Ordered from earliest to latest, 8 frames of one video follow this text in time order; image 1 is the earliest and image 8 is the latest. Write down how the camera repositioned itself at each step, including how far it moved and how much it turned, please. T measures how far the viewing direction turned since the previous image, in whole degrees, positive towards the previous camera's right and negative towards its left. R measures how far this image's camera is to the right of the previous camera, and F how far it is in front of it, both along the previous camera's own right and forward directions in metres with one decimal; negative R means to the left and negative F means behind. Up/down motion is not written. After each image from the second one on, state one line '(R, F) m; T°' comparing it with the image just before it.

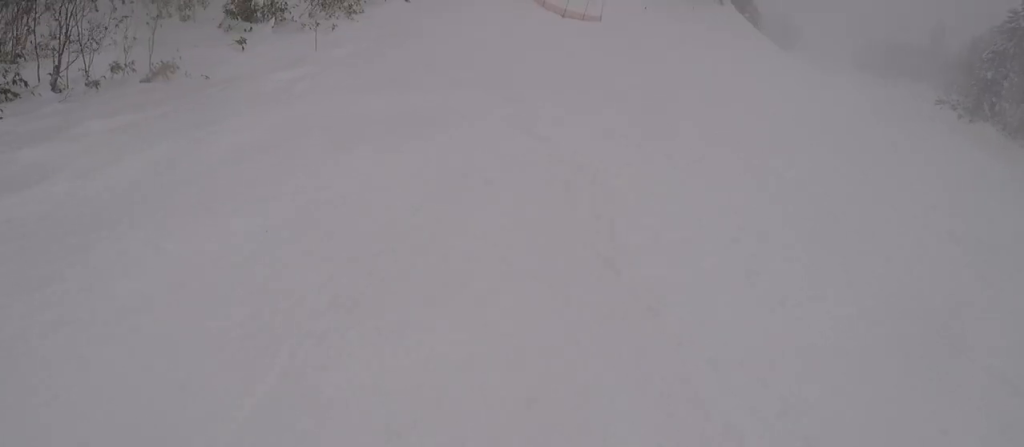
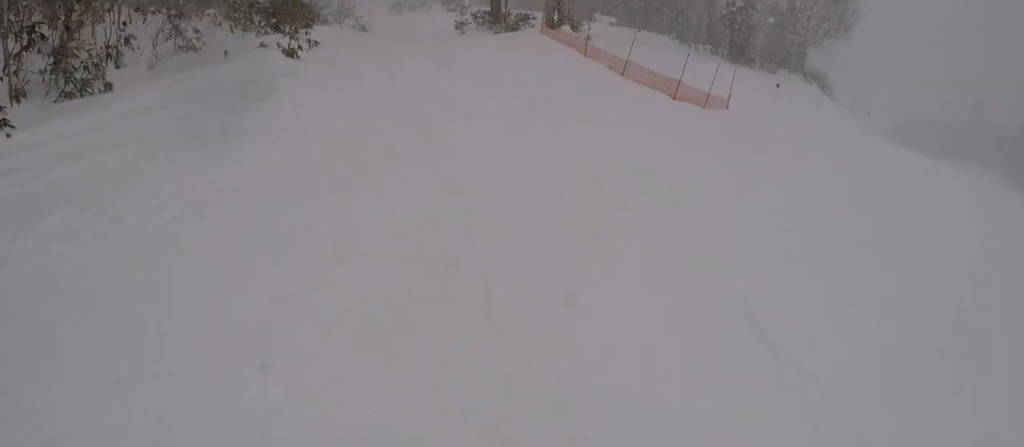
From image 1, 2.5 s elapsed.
(+0.3, +27.6) m; 0°
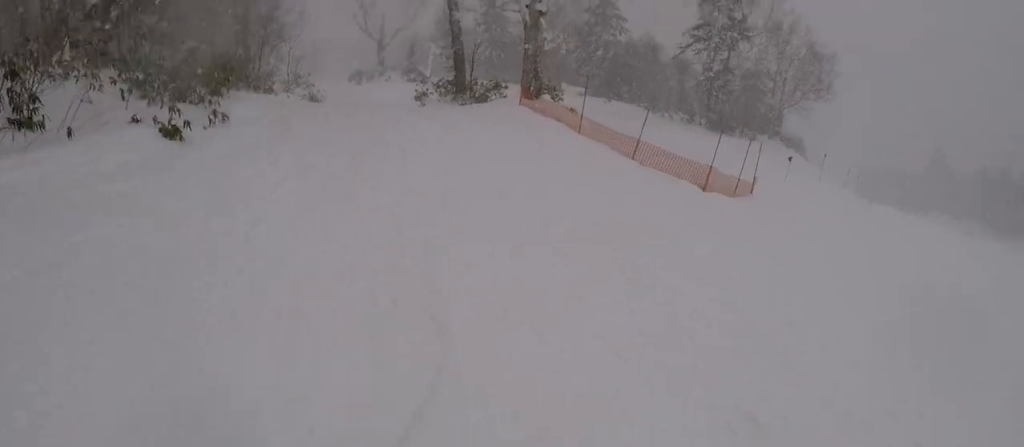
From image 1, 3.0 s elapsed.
(+0.7, +5.6) m; -1°
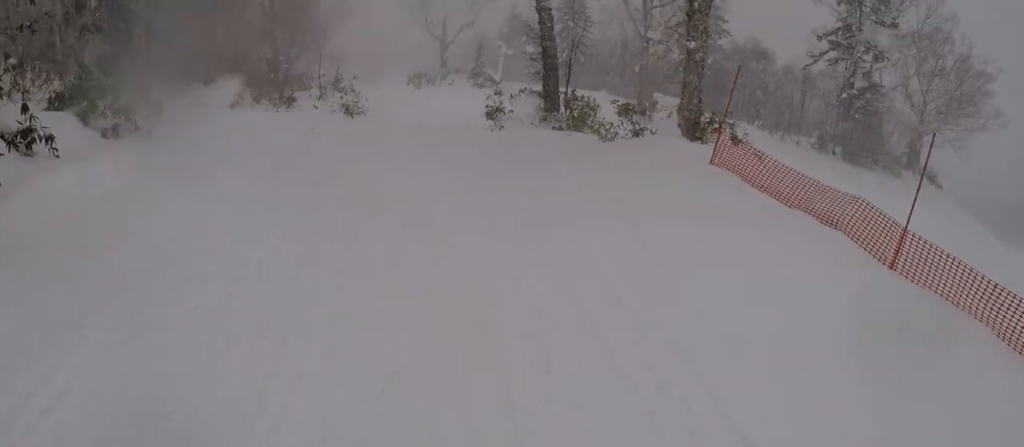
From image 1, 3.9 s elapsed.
(-1.0, +11.2) m; -1°
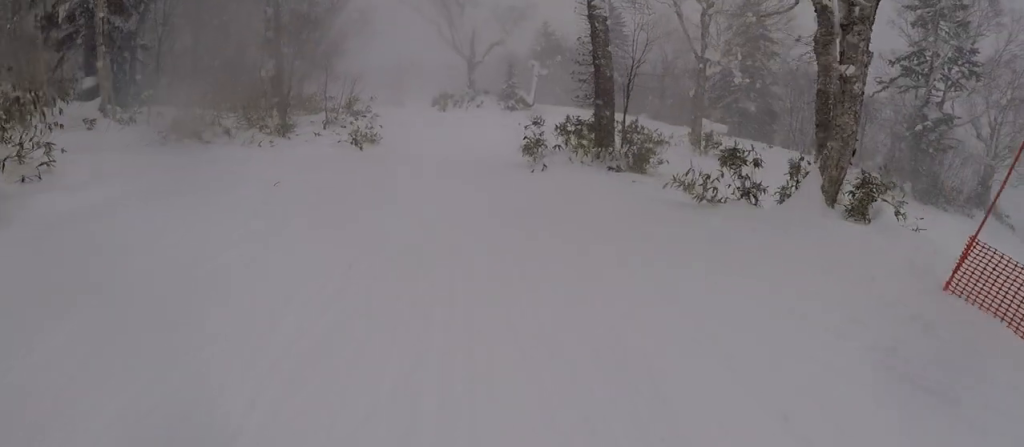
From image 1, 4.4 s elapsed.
(-0.1, +5.4) m; 0°
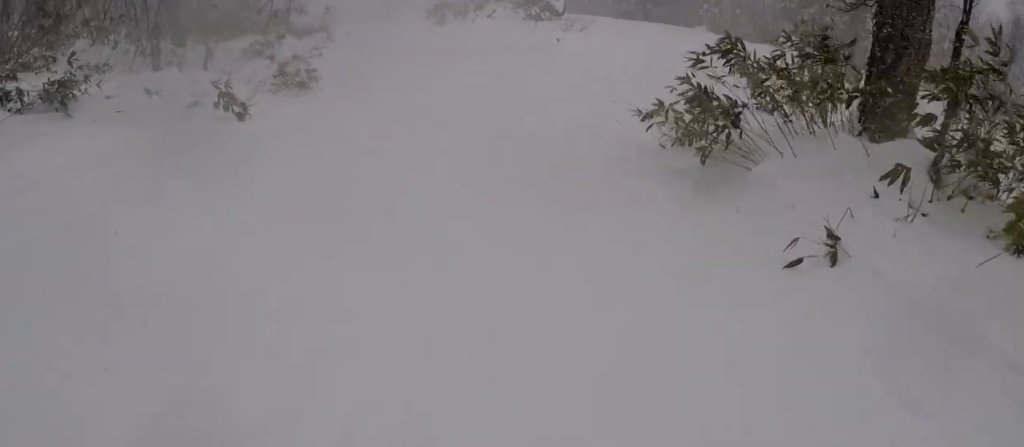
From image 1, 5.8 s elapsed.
(+0.3, +15.3) m; -6°
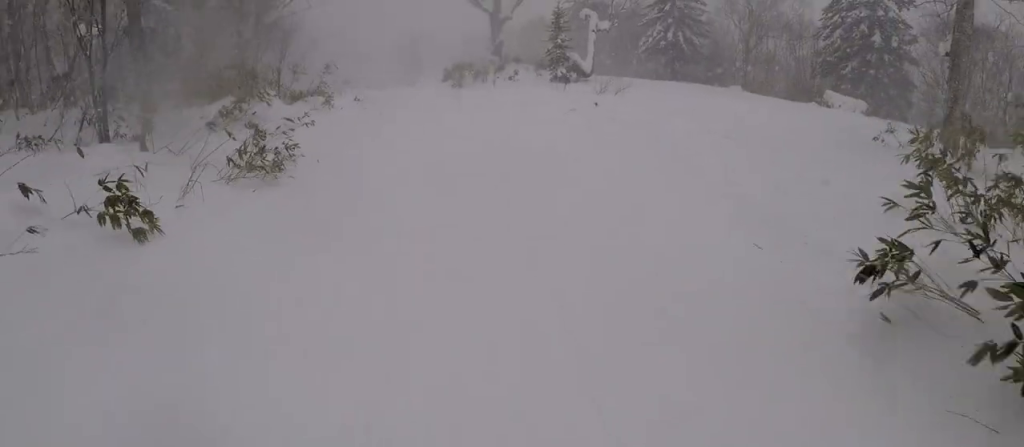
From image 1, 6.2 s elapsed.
(-0.3, +4.8) m; -4°
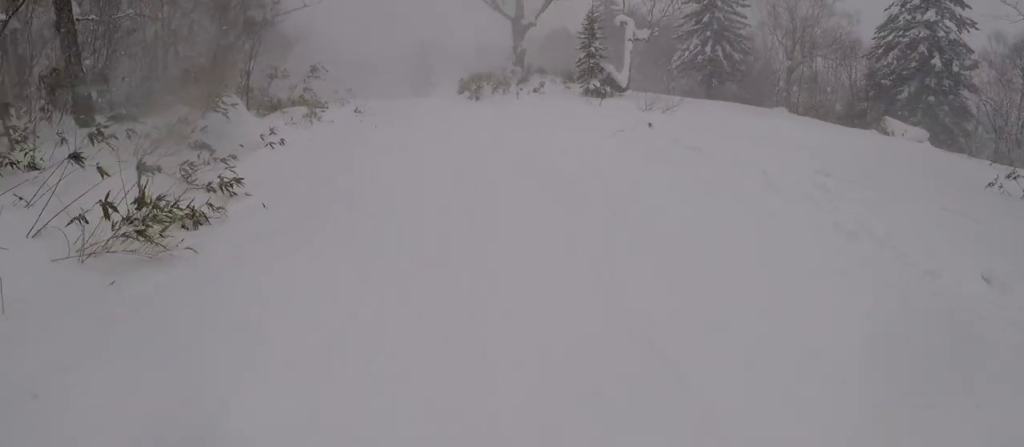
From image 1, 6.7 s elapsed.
(0.0, +4.8) m; 0°
